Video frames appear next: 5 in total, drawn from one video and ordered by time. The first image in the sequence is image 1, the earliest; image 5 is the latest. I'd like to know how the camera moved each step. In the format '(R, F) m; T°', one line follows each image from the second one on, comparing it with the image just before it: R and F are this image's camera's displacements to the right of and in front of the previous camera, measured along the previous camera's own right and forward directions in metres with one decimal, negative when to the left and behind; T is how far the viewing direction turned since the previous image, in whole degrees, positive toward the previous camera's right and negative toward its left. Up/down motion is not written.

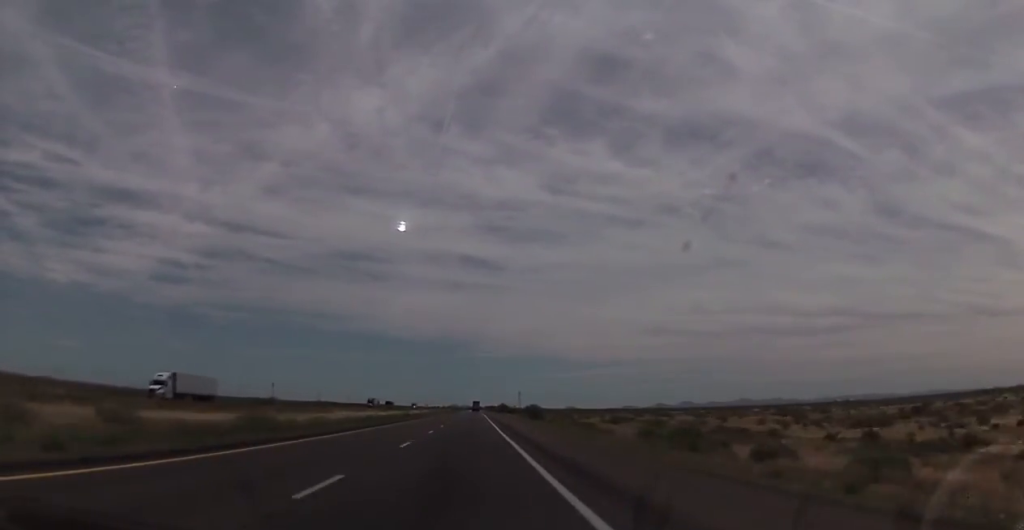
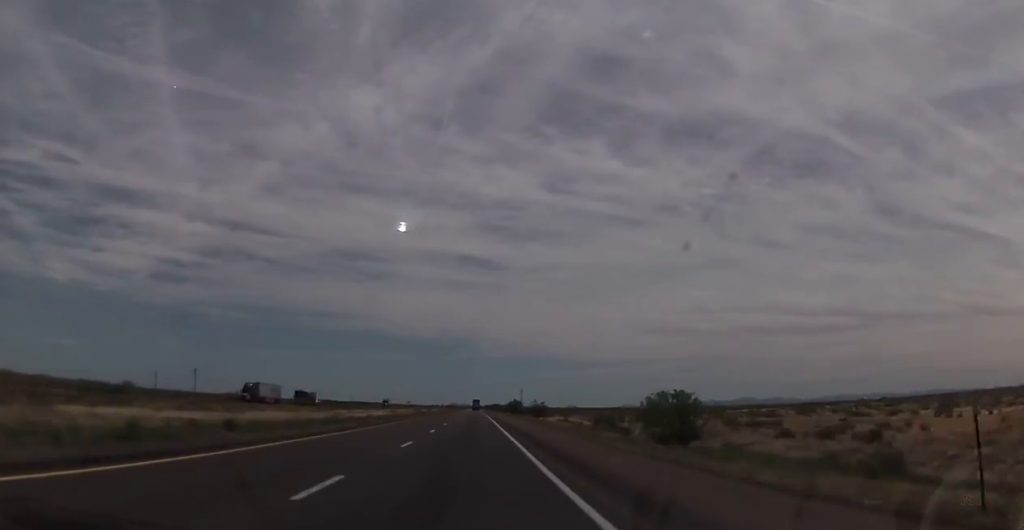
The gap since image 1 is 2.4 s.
(+0.5, +79.8) m; +1°
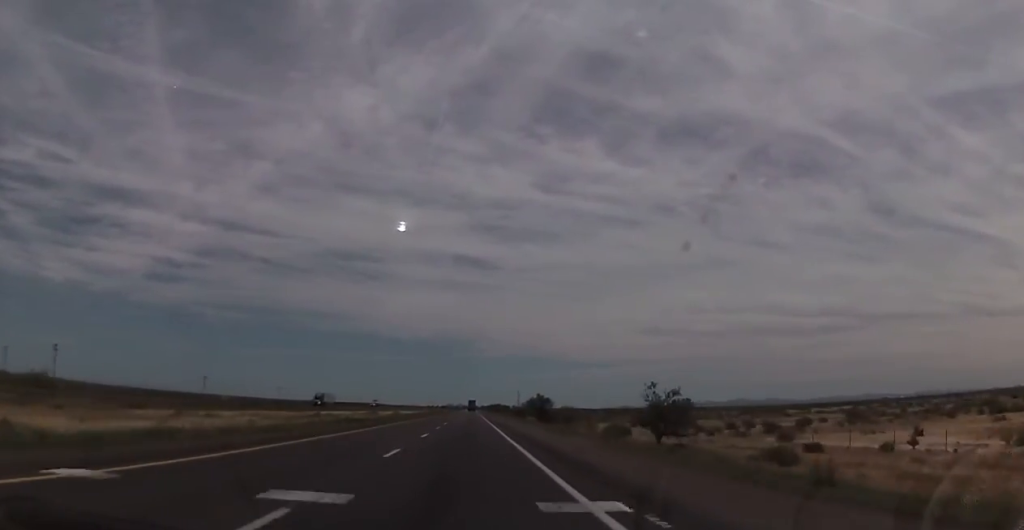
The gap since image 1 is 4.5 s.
(+0.1, +64.4) m; 0°
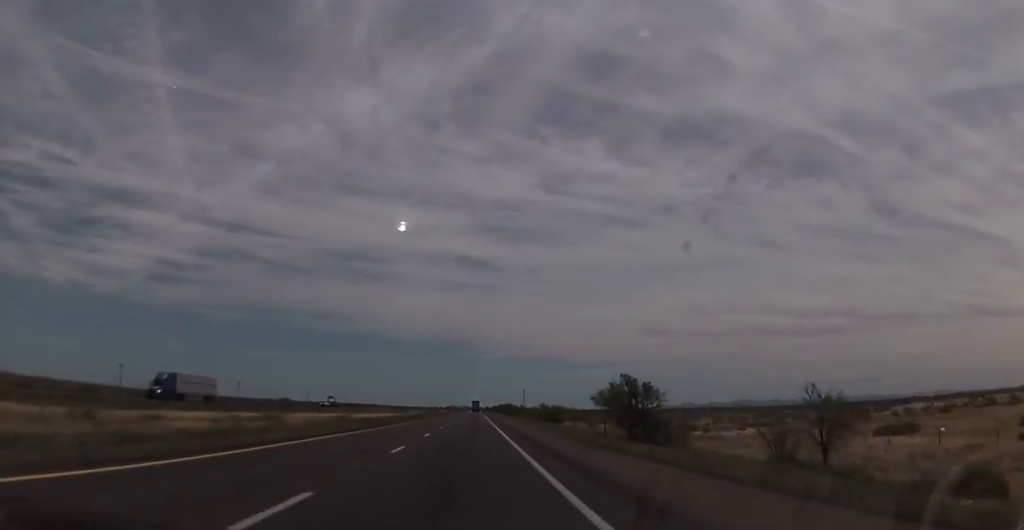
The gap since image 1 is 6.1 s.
(0.0, +54.1) m; 0°
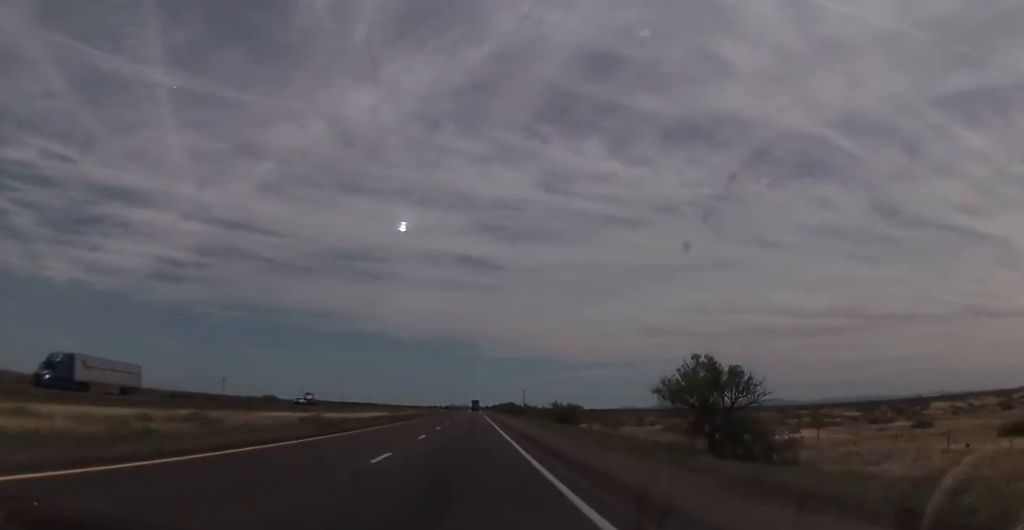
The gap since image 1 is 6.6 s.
(0.0, +15.6) m; 0°
